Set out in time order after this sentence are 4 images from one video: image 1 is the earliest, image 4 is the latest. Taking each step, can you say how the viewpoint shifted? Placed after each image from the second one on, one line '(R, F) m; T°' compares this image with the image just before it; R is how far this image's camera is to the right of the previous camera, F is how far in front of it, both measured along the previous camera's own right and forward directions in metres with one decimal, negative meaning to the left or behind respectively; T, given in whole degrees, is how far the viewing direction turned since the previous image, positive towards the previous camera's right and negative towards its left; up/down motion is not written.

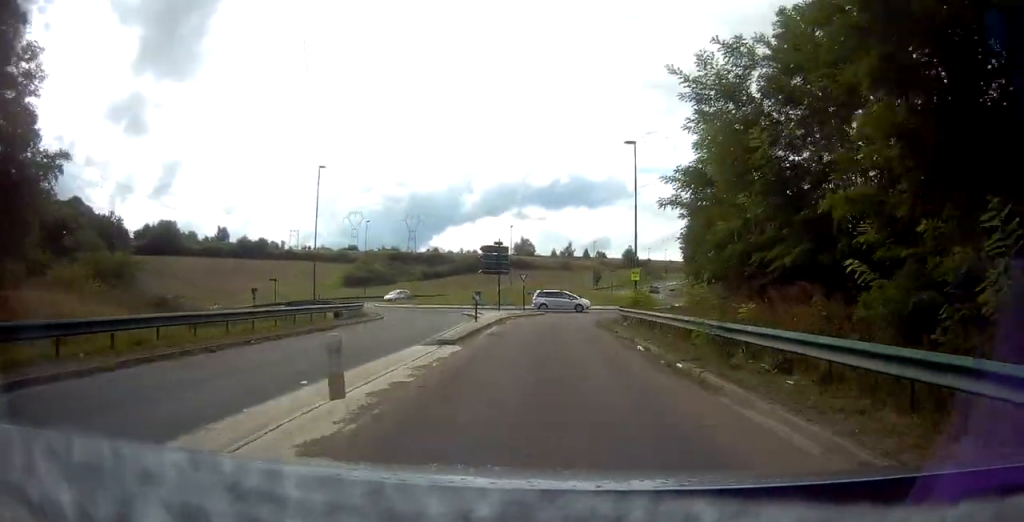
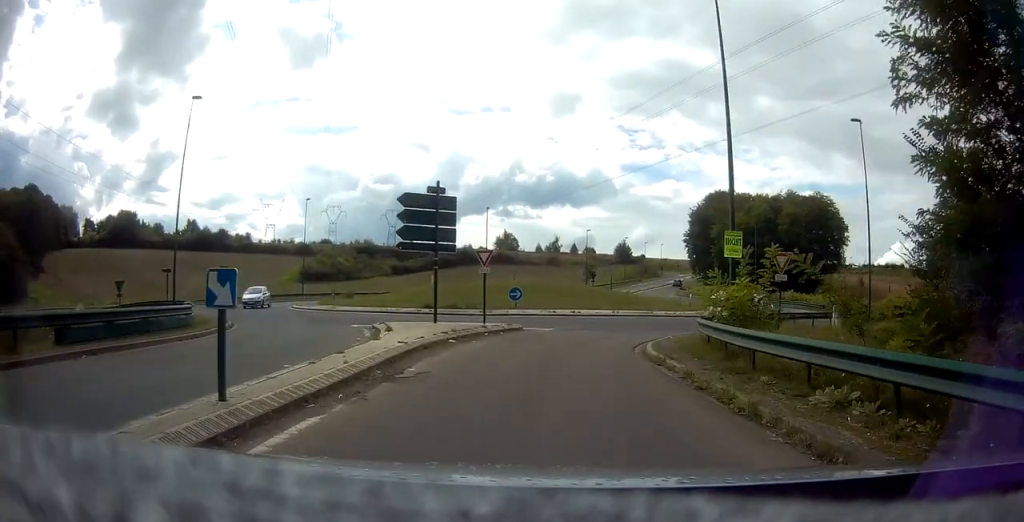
(+0.2, +18.3) m; +1°
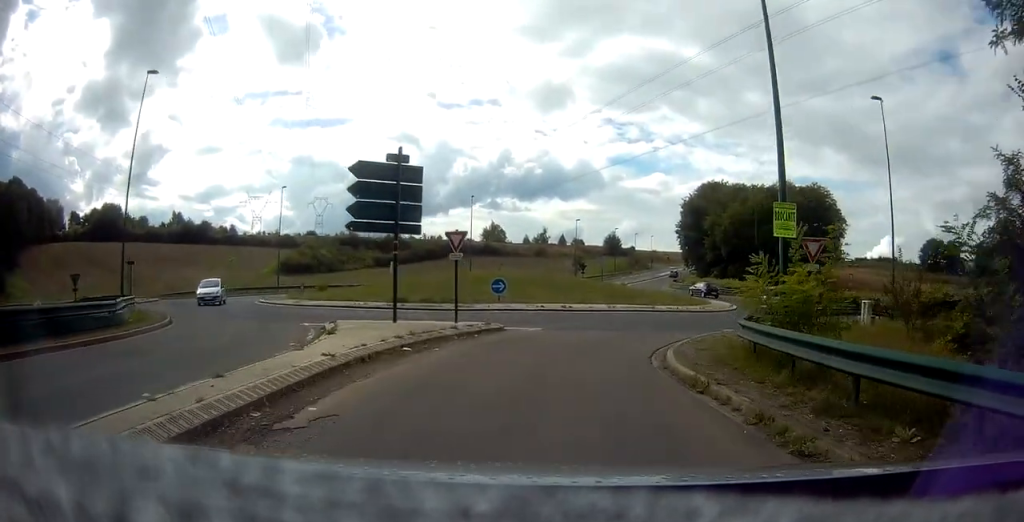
(0.0, +3.7) m; 0°
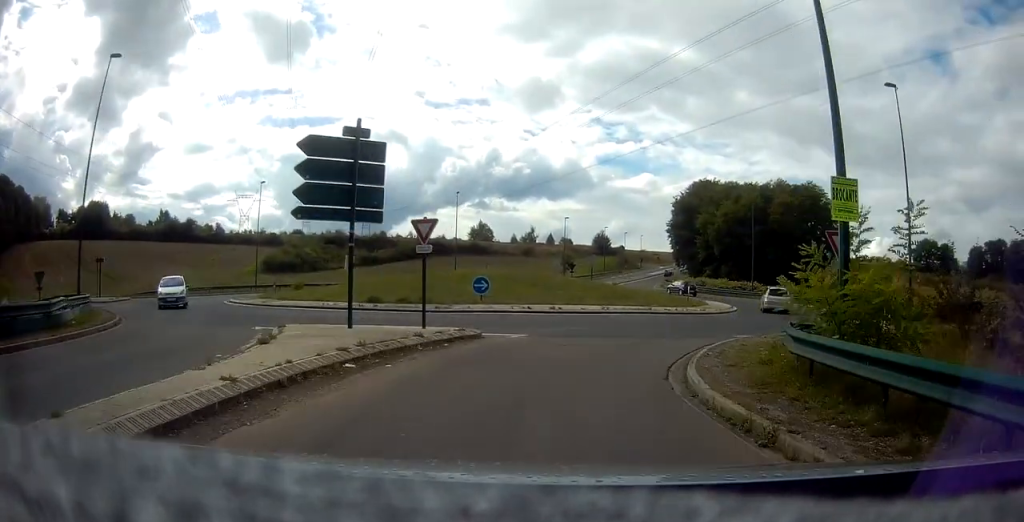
(0.0, +2.8) m; 0°
